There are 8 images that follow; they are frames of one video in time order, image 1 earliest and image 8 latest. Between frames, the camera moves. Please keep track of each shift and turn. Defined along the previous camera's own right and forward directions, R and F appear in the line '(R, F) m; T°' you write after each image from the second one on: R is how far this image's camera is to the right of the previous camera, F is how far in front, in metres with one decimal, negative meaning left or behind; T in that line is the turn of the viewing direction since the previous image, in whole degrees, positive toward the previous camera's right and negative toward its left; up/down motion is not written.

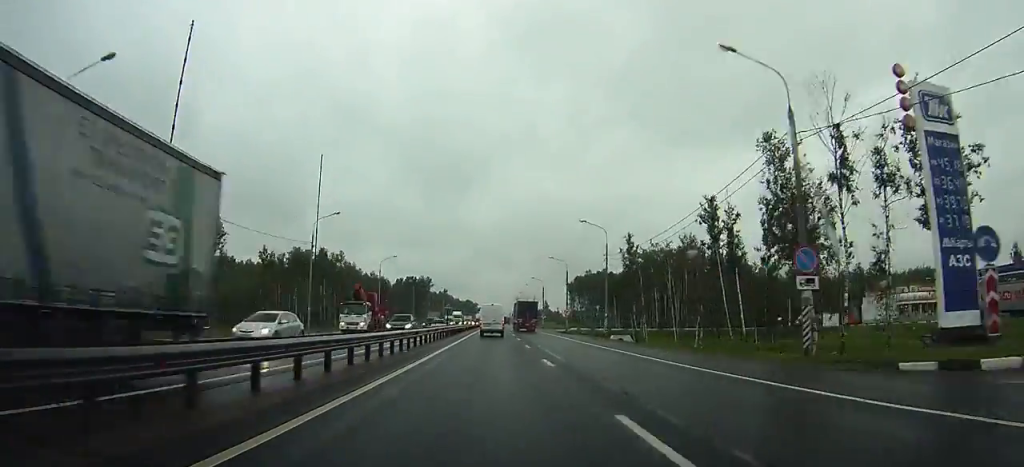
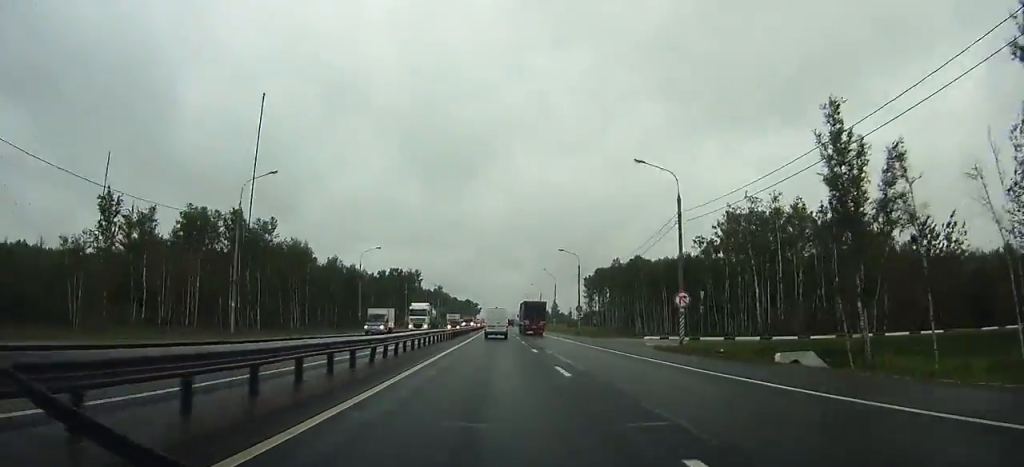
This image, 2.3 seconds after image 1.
(0.0, +50.1) m; 0°
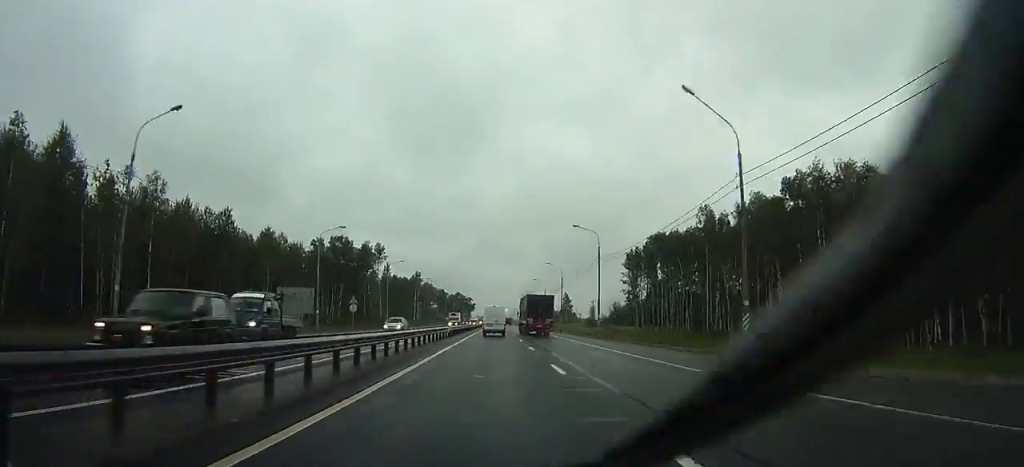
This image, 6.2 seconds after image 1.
(+0.2, +79.3) m; 0°
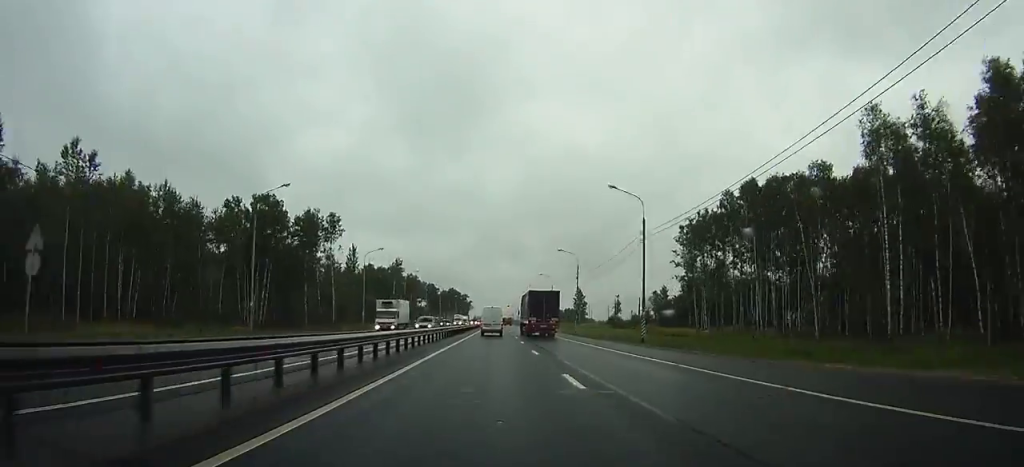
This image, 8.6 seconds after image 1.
(-0.1, +45.6) m; 0°
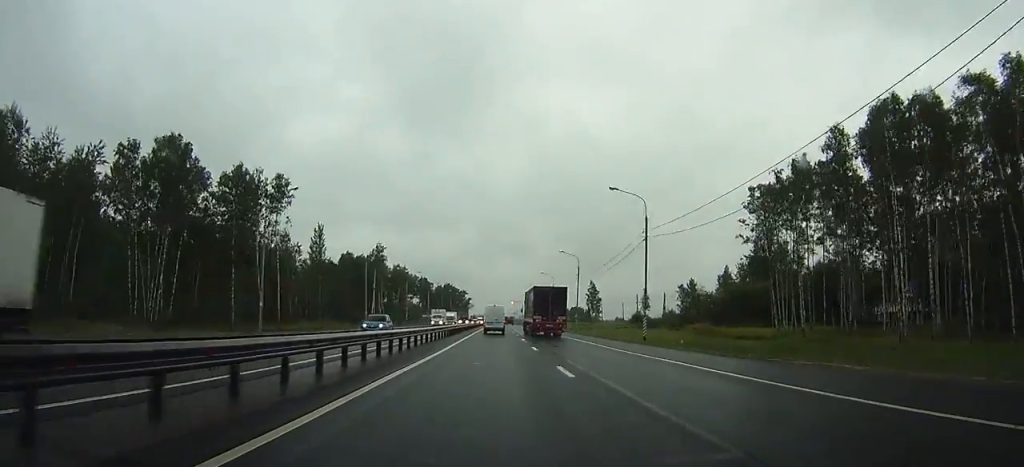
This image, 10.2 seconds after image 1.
(-0.1, +29.7) m; 0°
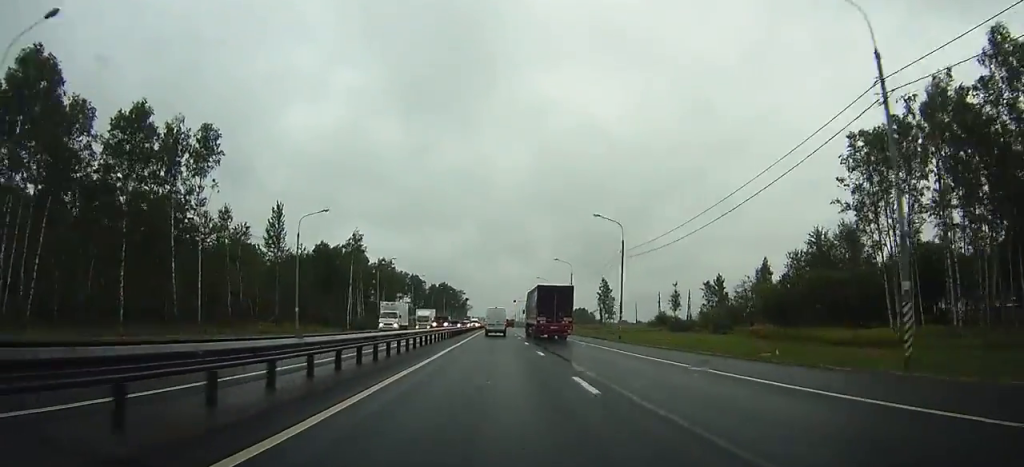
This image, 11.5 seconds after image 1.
(-0.1, +24.5) m; 0°
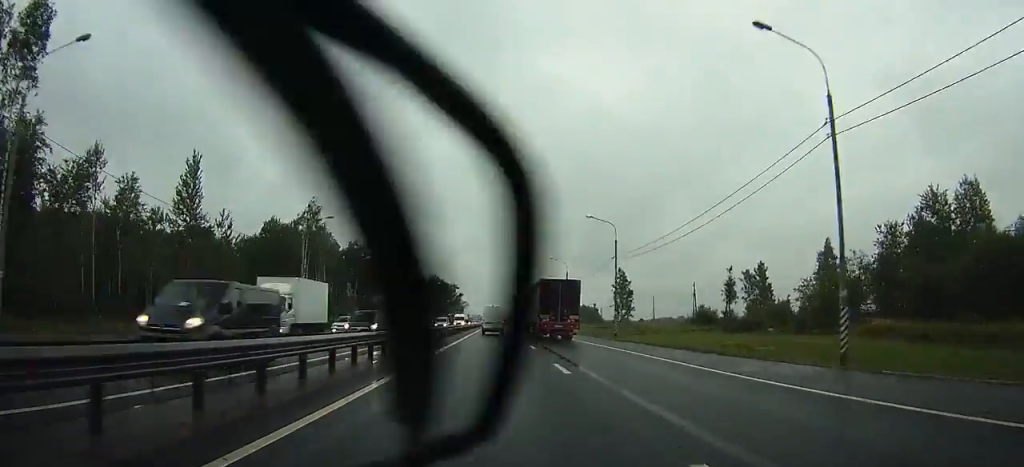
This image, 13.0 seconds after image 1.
(0.0, +31.7) m; 0°
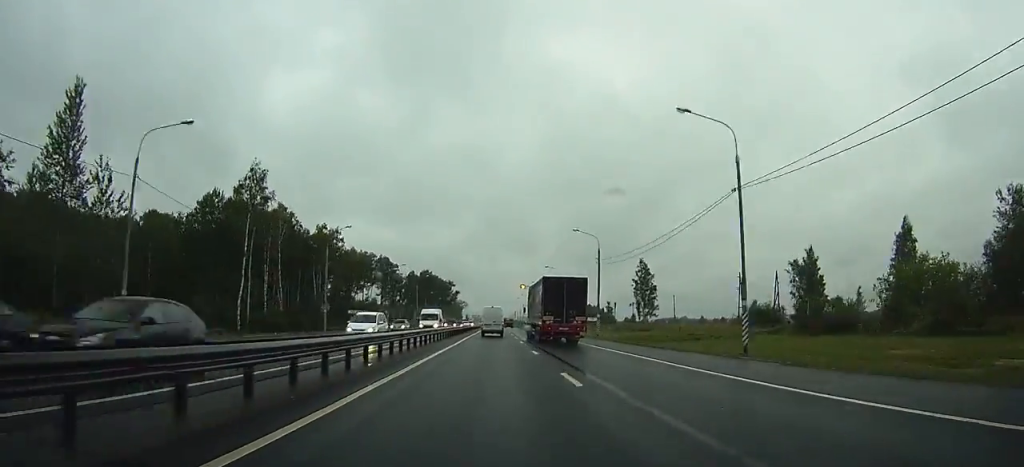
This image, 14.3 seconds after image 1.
(0.0, +27.4) m; 0°
